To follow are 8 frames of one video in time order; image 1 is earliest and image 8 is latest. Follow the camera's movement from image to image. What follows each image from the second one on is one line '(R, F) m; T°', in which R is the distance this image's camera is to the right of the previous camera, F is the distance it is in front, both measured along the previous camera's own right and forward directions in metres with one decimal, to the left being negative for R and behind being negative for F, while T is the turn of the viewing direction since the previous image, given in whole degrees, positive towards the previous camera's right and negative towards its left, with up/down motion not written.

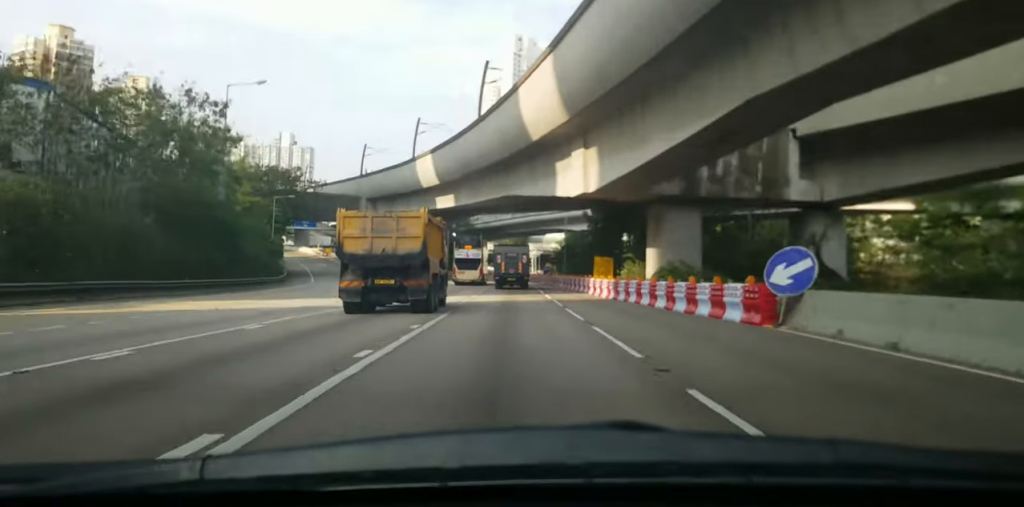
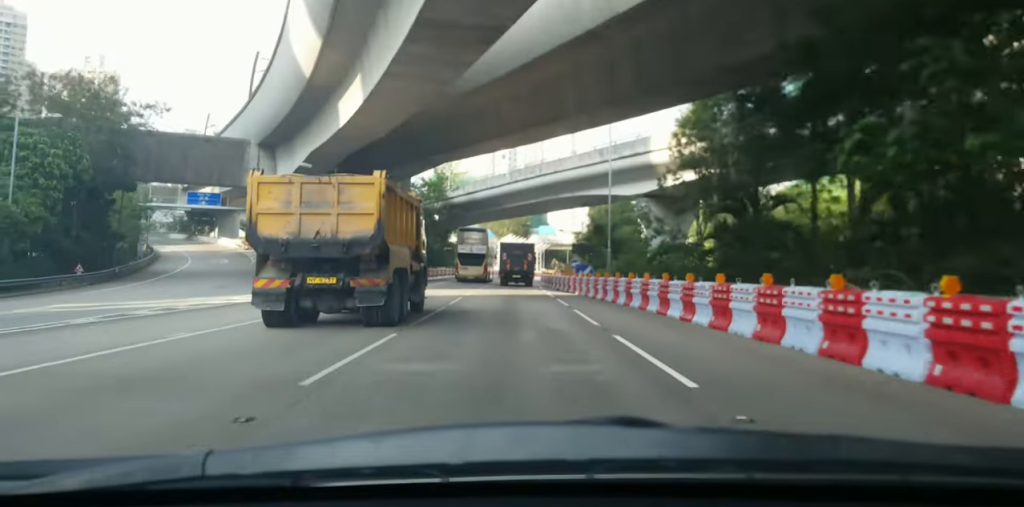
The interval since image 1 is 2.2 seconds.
(-1.4, +48.6) m; -2°
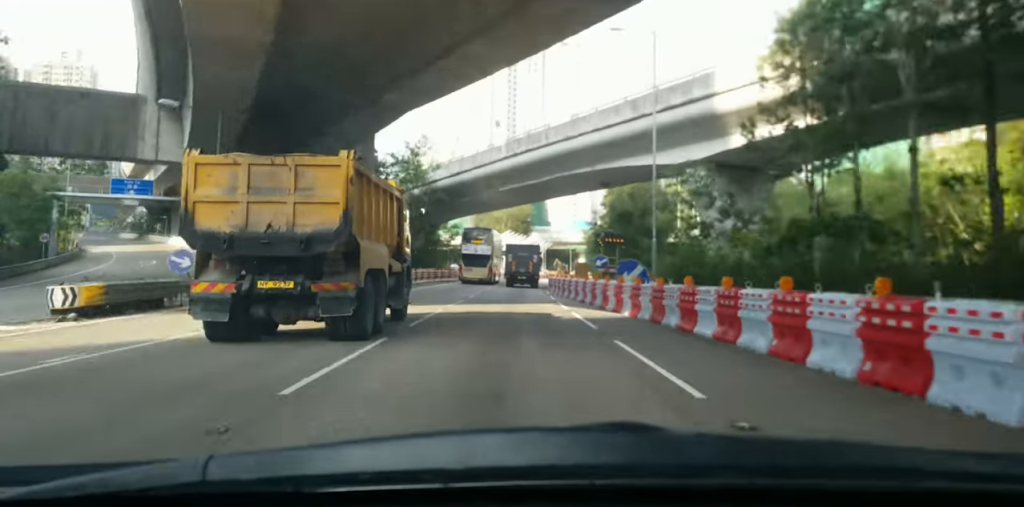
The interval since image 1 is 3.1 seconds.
(+0.2, +18.7) m; 0°
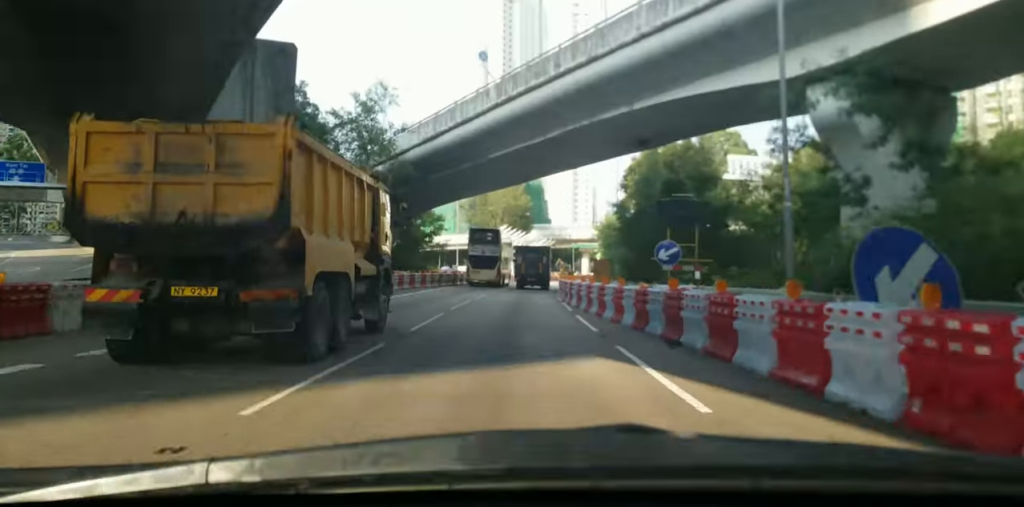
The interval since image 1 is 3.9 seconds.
(0.0, +17.0) m; -1°
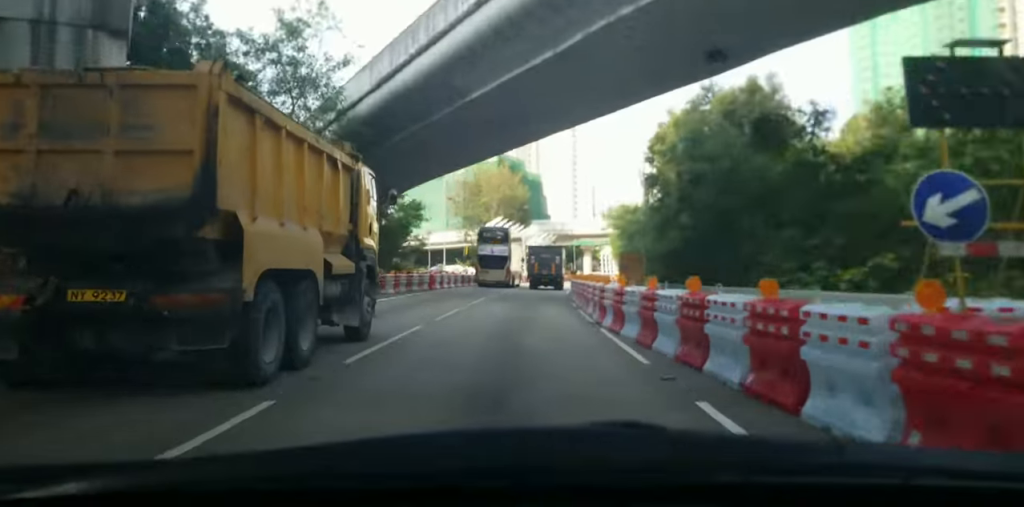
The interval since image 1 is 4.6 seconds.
(-0.1, +14.6) m; +1°
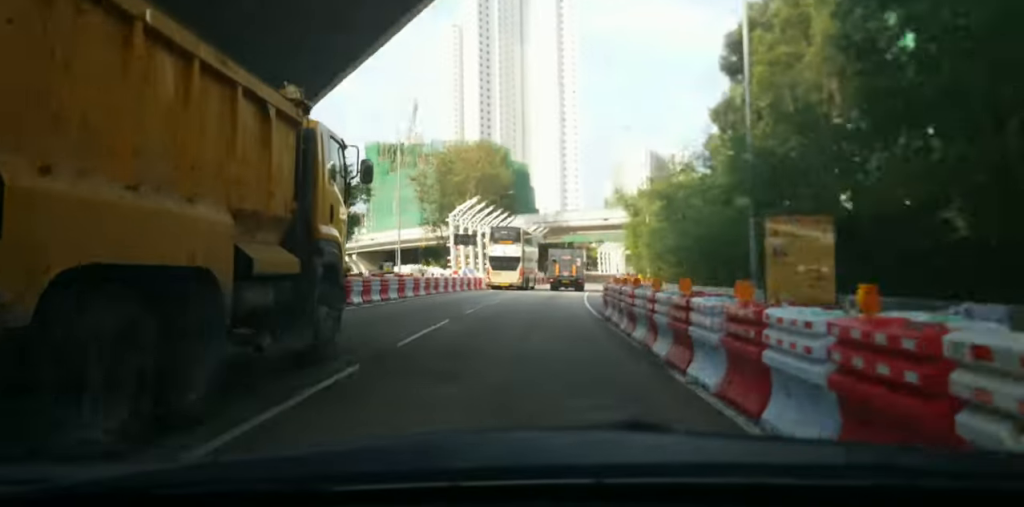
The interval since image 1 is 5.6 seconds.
(+0.4, +23.5) m; +1°
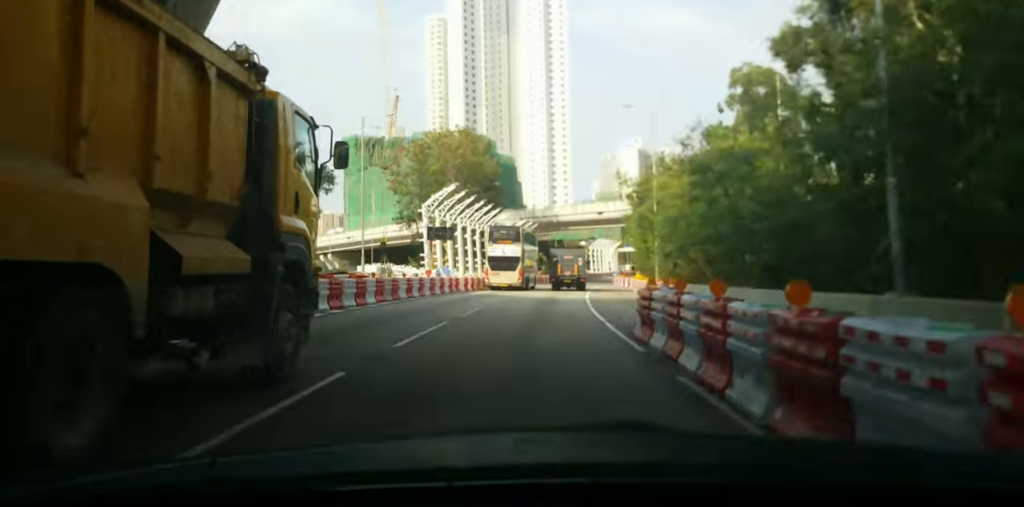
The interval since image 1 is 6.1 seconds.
(+0.1, +9.7) m; +1°
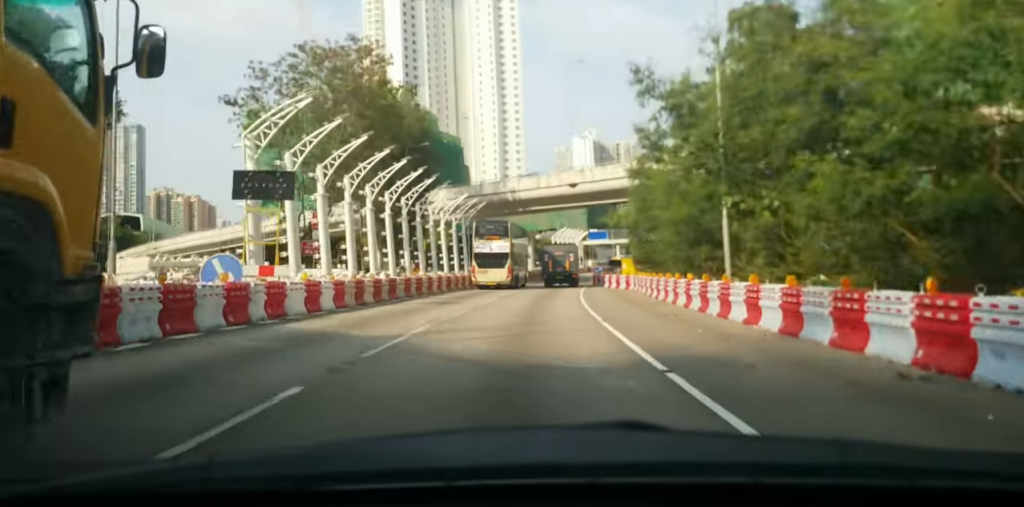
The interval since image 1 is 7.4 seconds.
(+0.8, +28.6) m; +5°
